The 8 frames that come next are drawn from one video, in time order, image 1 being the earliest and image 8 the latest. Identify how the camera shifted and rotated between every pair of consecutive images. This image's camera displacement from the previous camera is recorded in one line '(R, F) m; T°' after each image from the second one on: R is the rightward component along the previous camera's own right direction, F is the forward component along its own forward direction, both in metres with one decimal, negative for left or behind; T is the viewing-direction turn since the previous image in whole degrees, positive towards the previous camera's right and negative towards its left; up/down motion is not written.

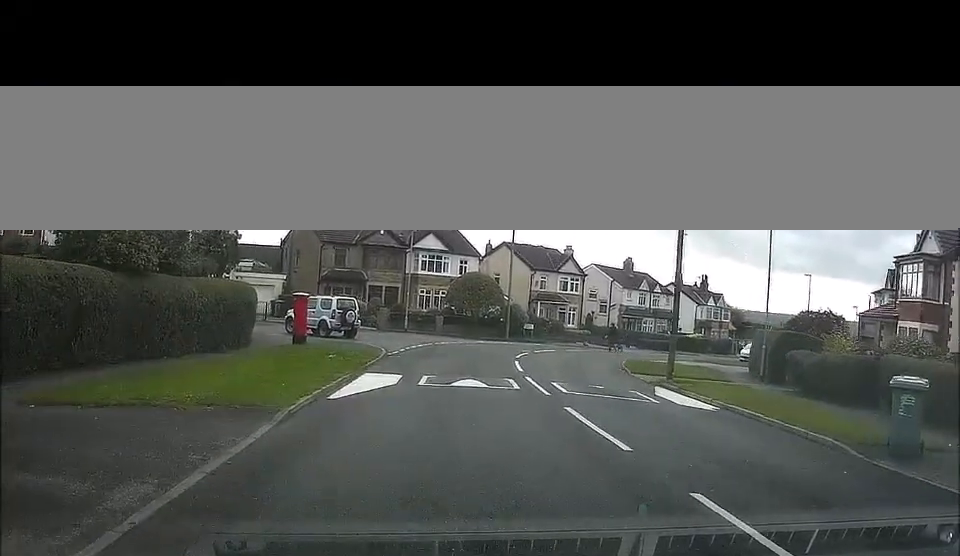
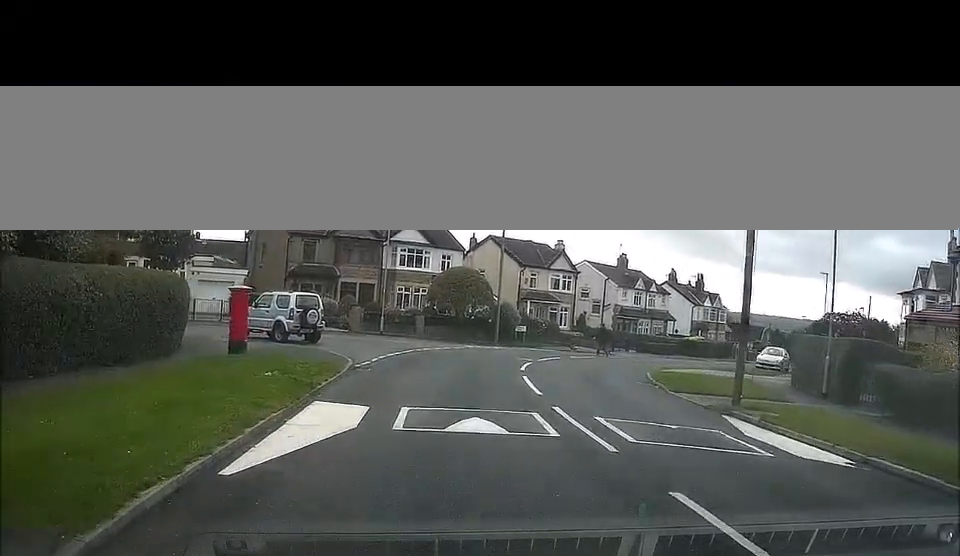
(+0.1, +7.1) m; +2°
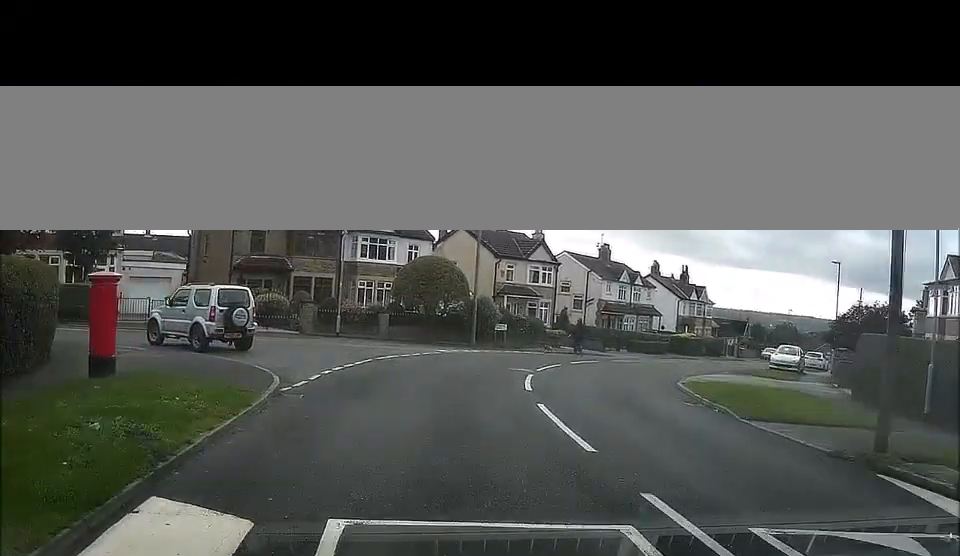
(+0.1, +8.3) m; +2°
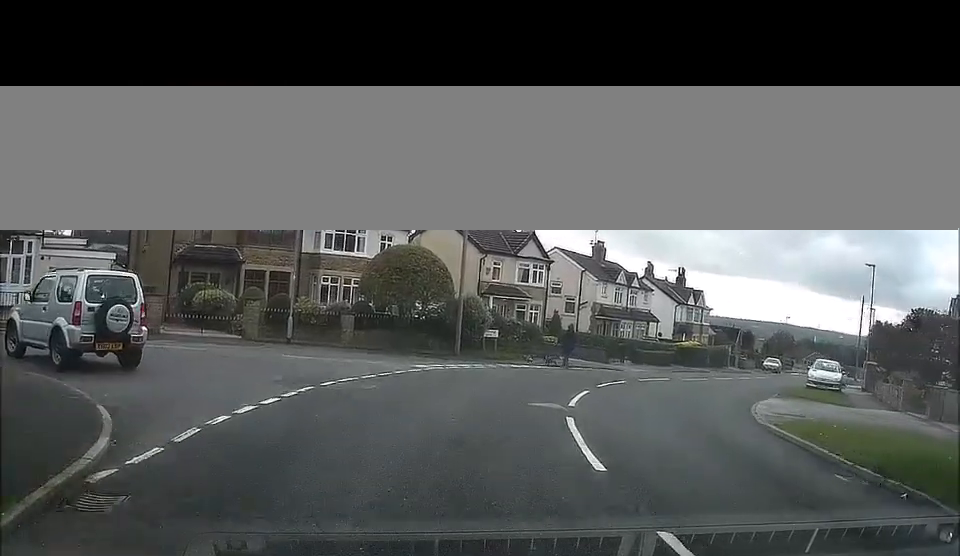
(+0.2, +8.6) m; +3°
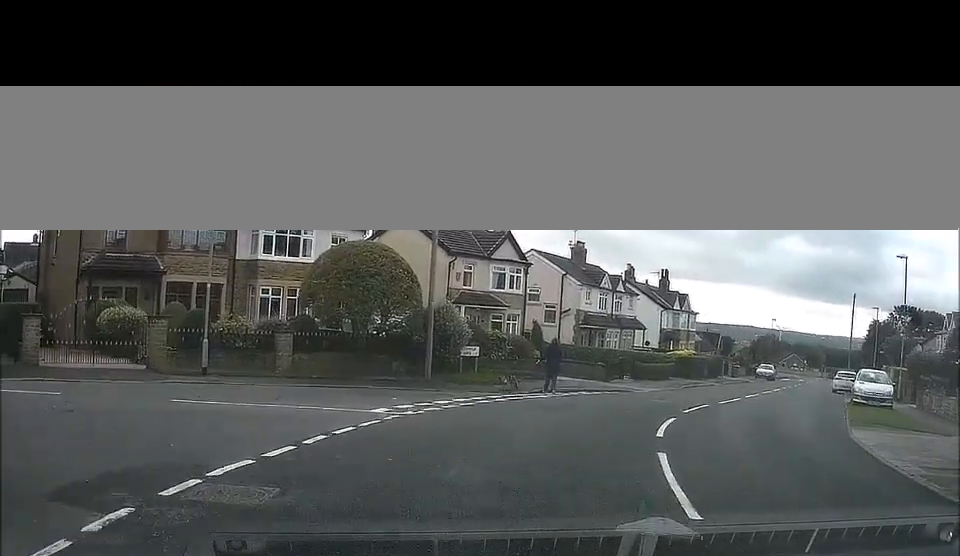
(+0.2, +6.1) m; +2°
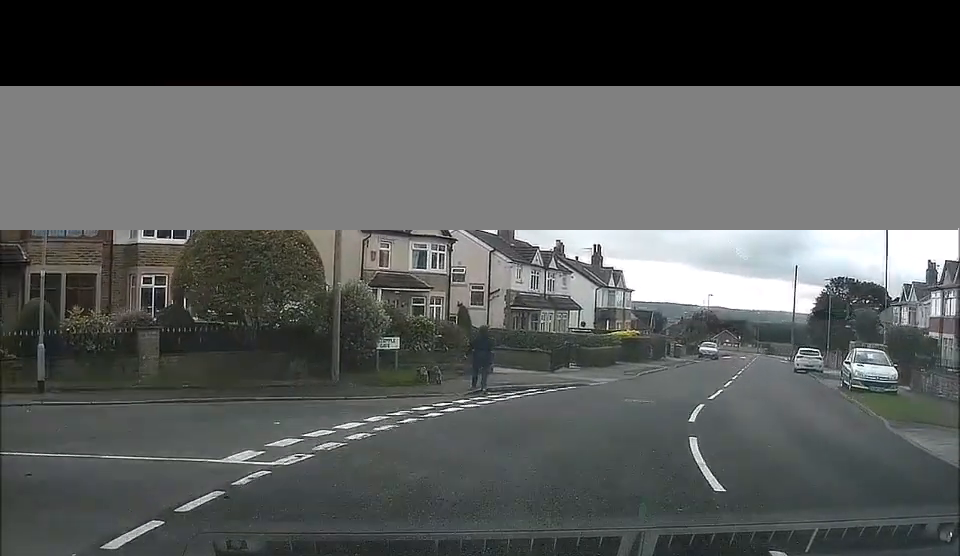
(0.0, +4.4) m; +5°
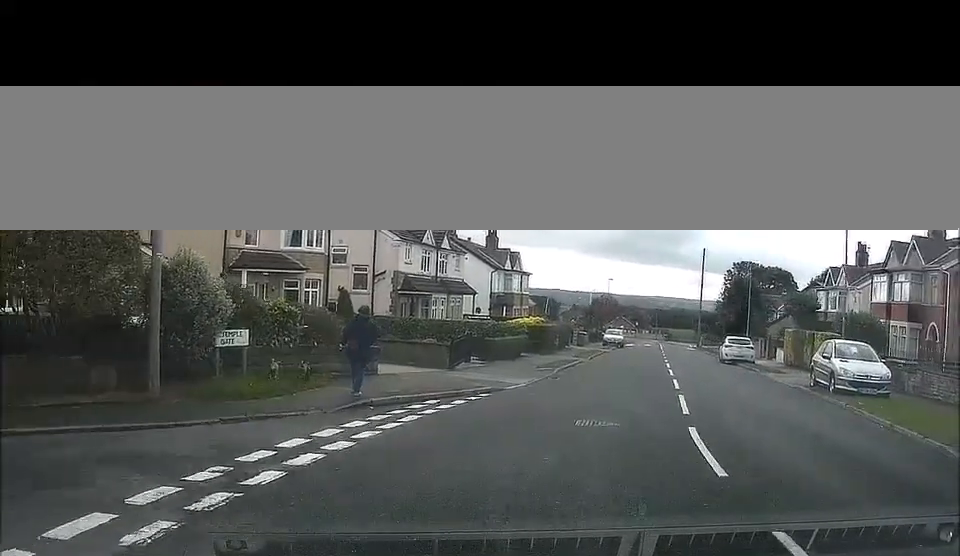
(+0.4, +4.6) m; +9°
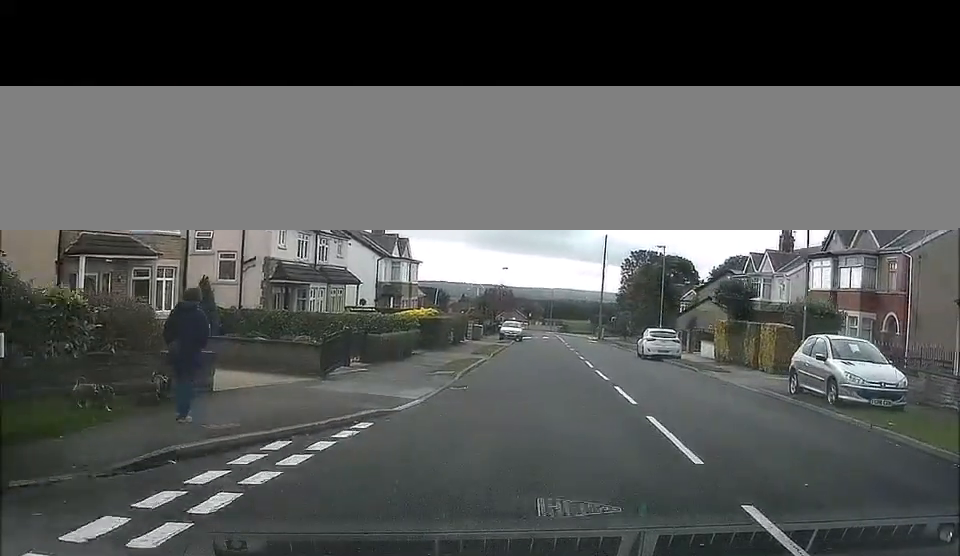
(+0.4, +4.1) m; +9°
